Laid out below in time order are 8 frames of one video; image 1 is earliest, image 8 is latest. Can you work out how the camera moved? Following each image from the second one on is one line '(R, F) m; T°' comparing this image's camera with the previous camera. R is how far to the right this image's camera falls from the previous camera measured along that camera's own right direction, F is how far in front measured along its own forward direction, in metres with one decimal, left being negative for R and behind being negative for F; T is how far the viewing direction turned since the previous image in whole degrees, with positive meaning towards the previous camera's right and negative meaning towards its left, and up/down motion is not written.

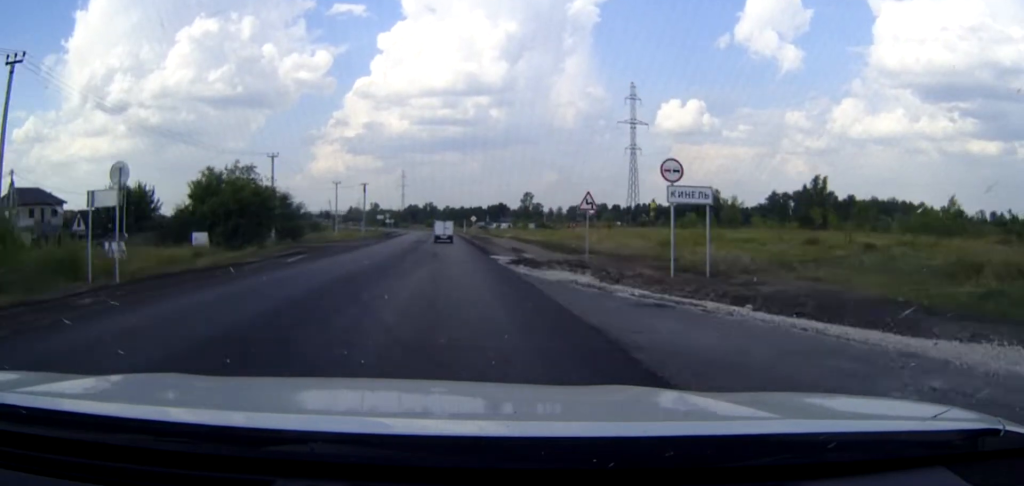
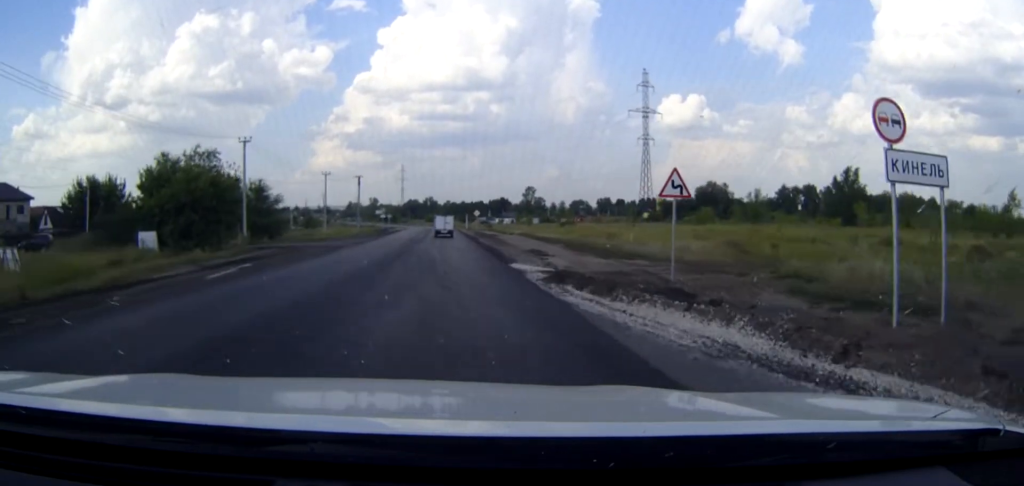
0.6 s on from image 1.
(0.0, +10.8) m; 0°
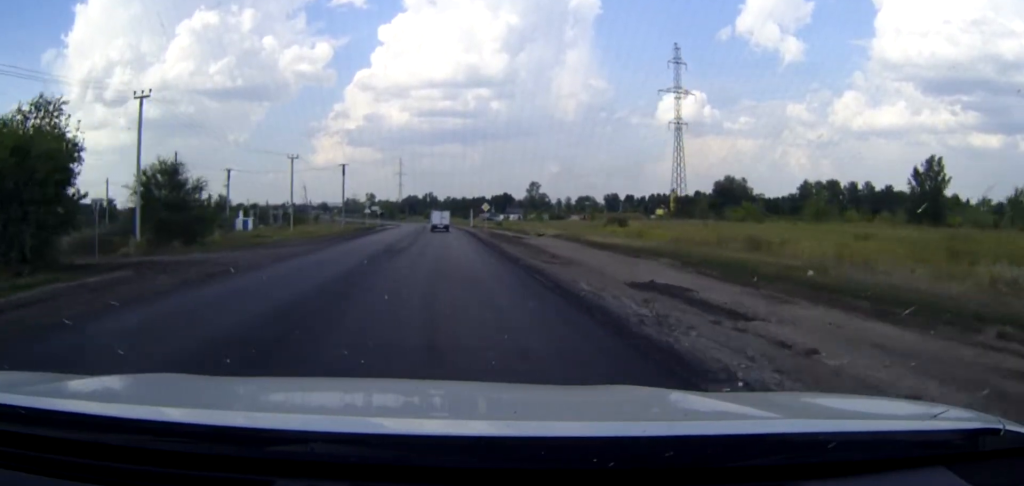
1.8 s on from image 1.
(0.0, +23.7) m; 0°
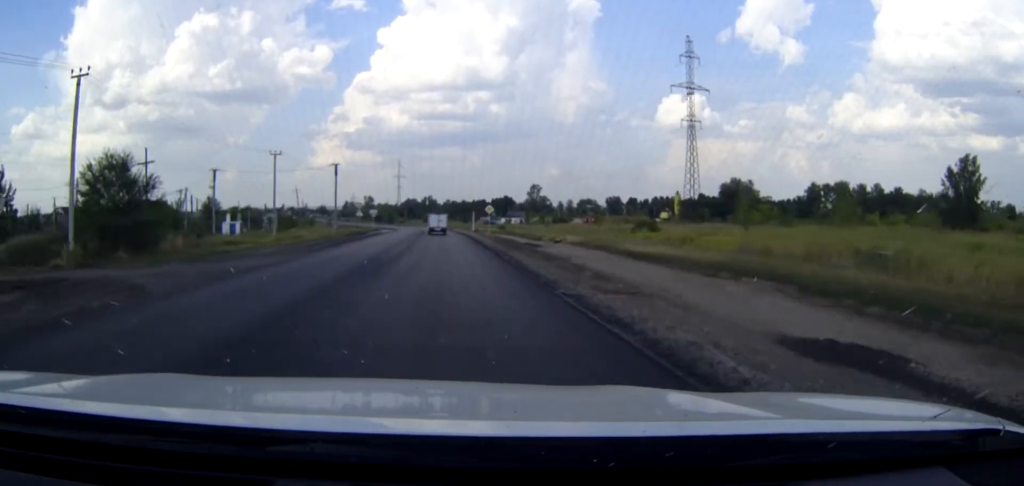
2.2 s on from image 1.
(0.0, +8.3) m; 0°
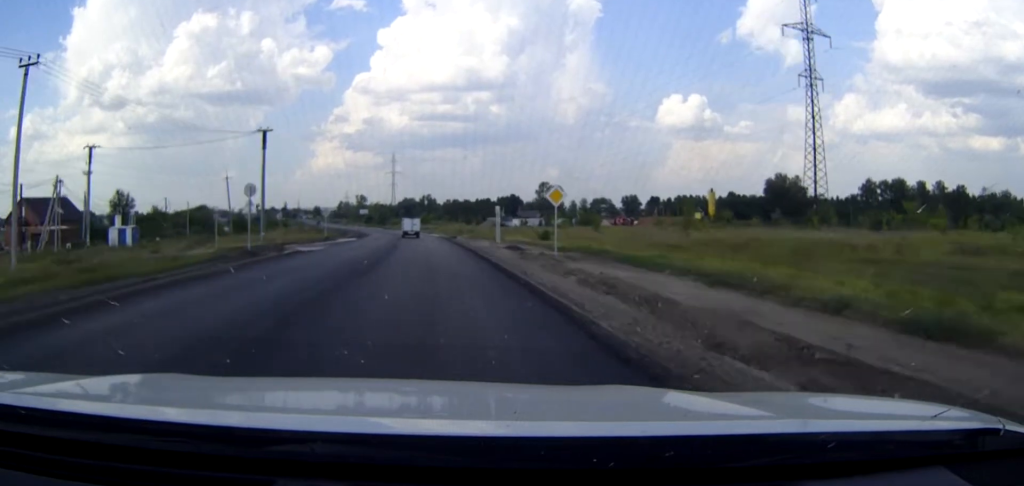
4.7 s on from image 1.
(+0.1, +48.0) m; 0°
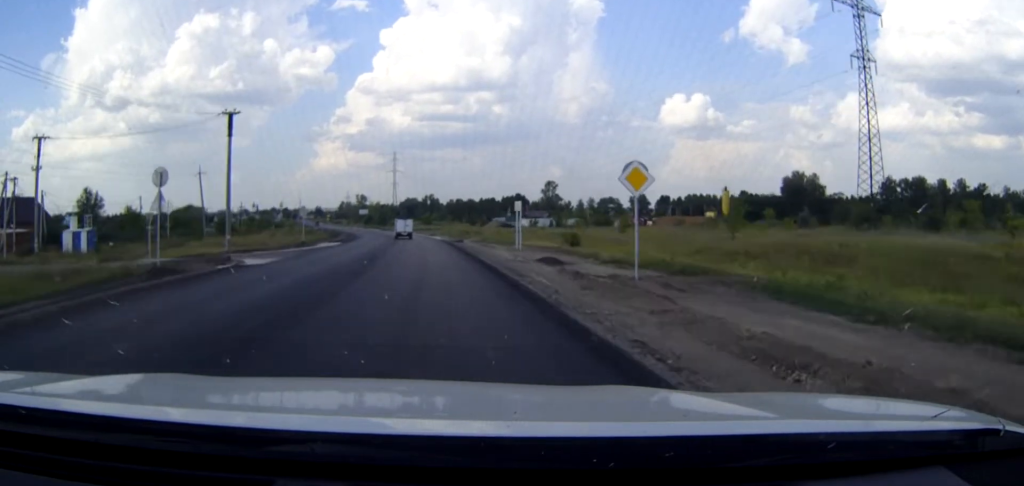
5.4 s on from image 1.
(0.0, +12.8) m; 0°
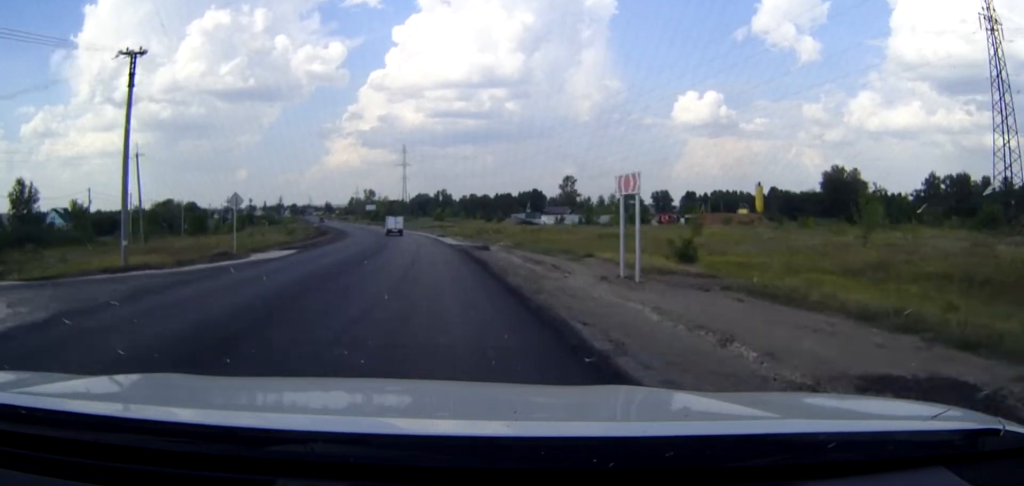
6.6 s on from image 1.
(-0.1, +22.4) m; -1°
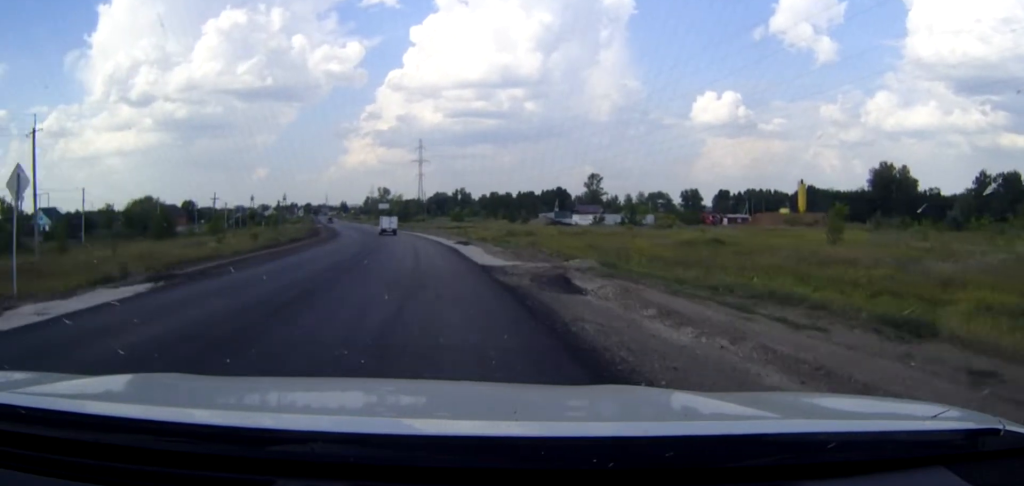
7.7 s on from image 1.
(-0.3, +22.0) m; -1°
